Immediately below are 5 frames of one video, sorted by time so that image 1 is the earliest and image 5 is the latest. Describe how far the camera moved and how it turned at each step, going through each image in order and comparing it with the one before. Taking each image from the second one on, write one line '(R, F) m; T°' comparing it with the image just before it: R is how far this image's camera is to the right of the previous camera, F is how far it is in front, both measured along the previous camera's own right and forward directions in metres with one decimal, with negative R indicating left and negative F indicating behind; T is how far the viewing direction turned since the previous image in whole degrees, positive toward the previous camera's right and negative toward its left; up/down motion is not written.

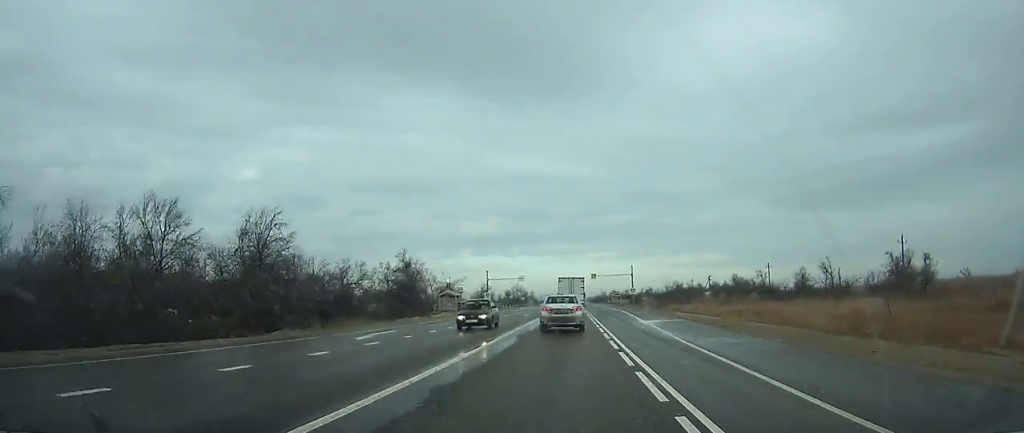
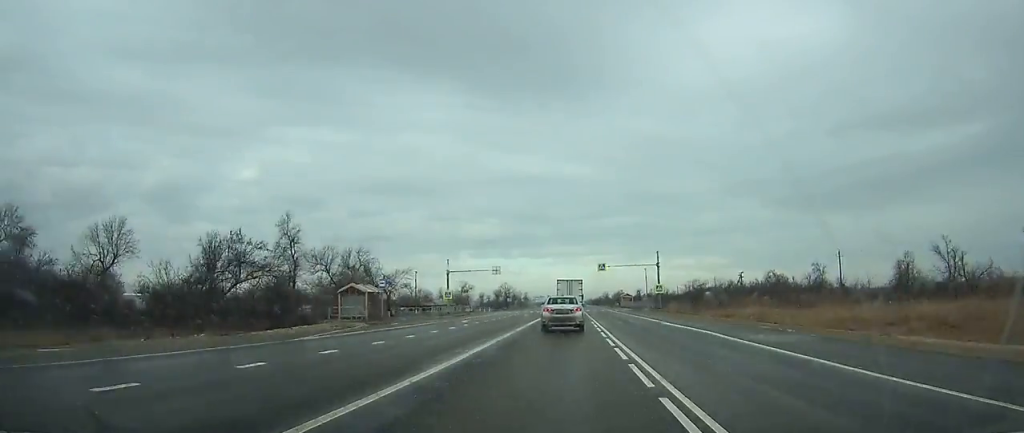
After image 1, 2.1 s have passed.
(-0.1, +38.5) m; 0°
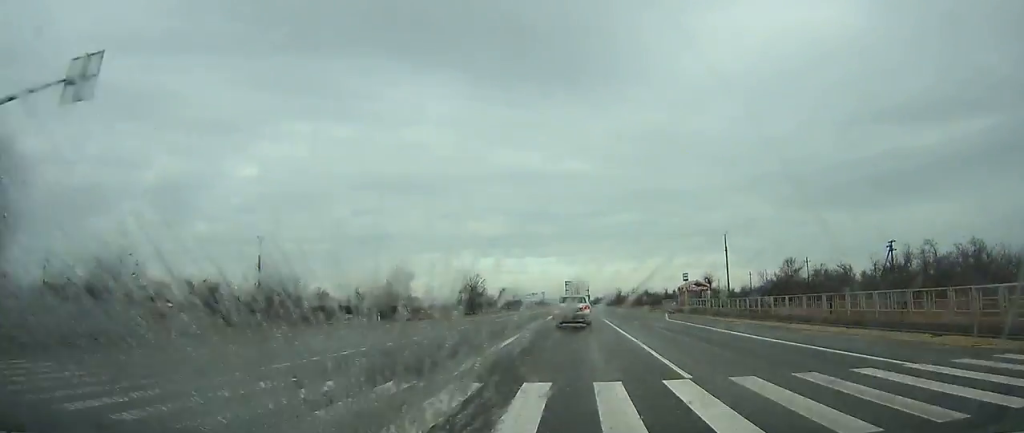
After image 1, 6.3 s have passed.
(-0.3, +75.8) m; 0°
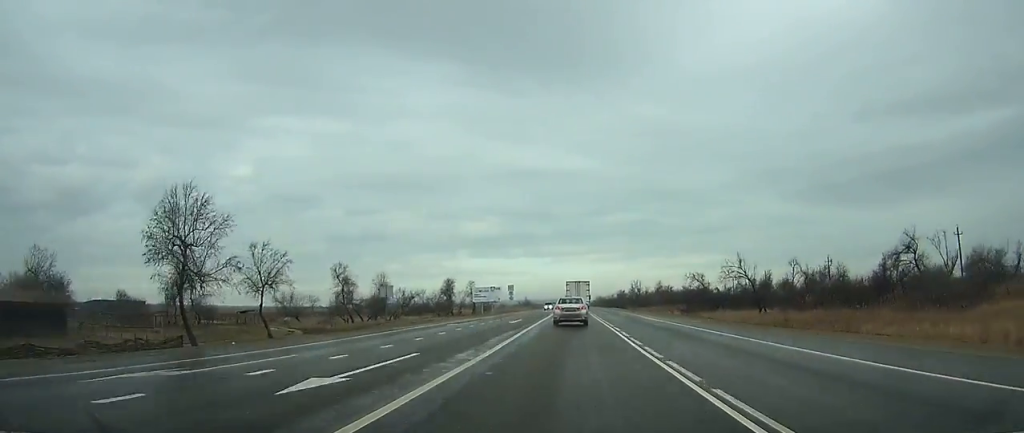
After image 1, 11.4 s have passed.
(-0.1, +97.7) m; 0°
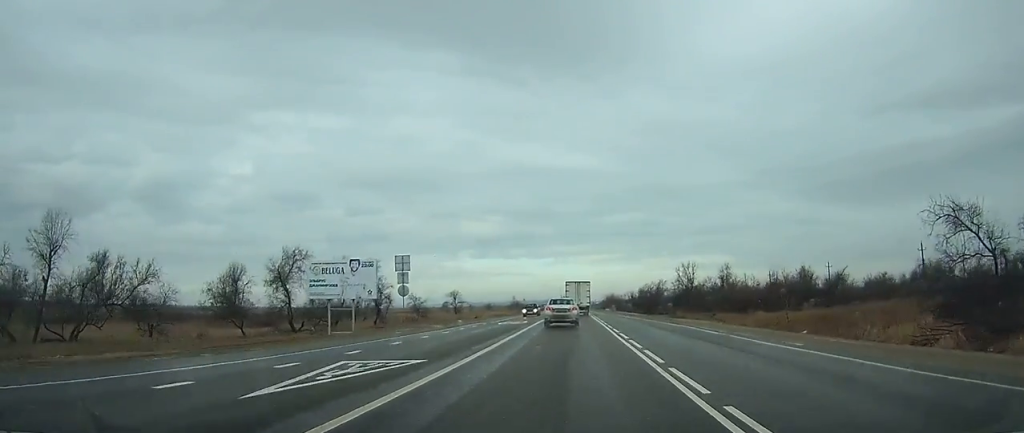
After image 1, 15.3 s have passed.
(+0.2, +77.7) m; 0°
